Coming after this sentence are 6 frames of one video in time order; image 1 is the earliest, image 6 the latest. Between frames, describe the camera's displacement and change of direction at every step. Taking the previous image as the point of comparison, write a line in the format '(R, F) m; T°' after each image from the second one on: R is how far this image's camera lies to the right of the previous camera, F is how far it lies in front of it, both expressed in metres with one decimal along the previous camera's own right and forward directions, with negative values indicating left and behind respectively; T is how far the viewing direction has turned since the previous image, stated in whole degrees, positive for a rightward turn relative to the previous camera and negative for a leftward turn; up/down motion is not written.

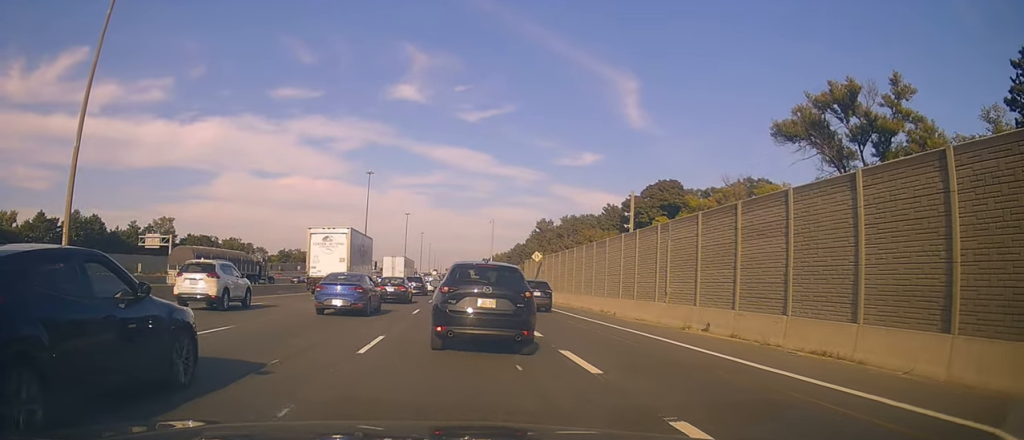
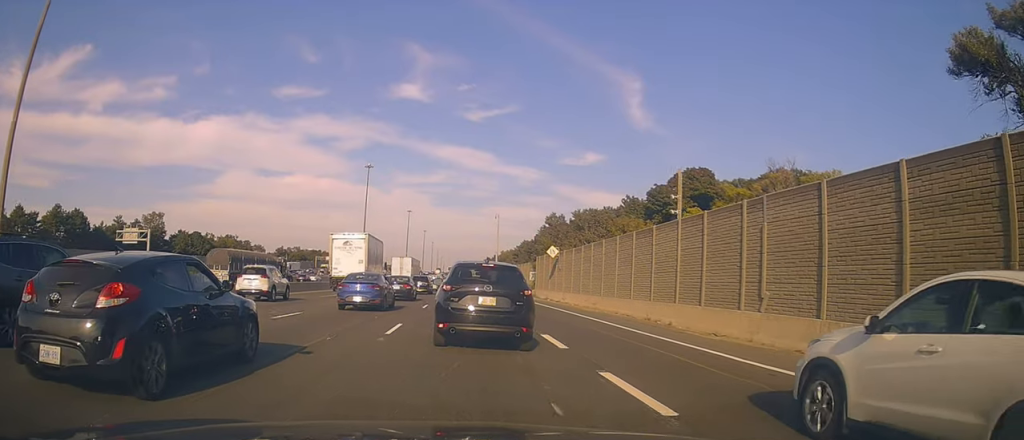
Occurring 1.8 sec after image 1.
(+0.4, +8.3) m; +2°
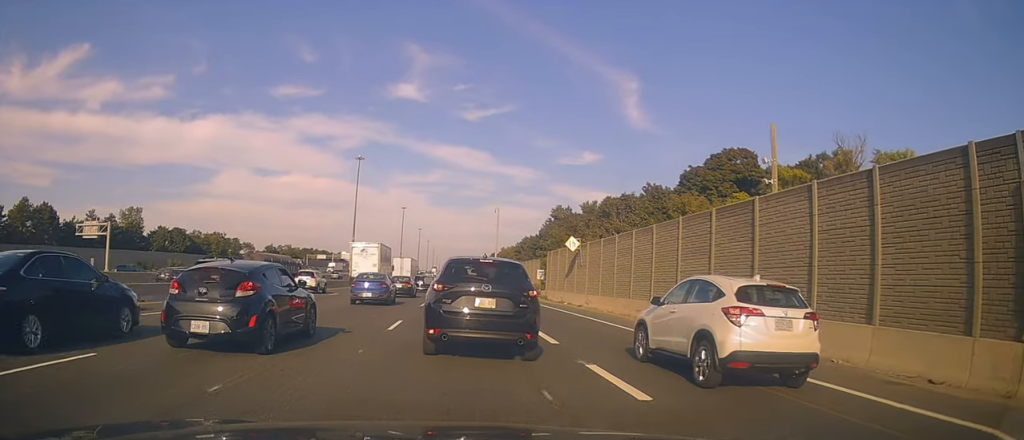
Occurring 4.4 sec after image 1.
(+0.1, +12.4) m; -1°
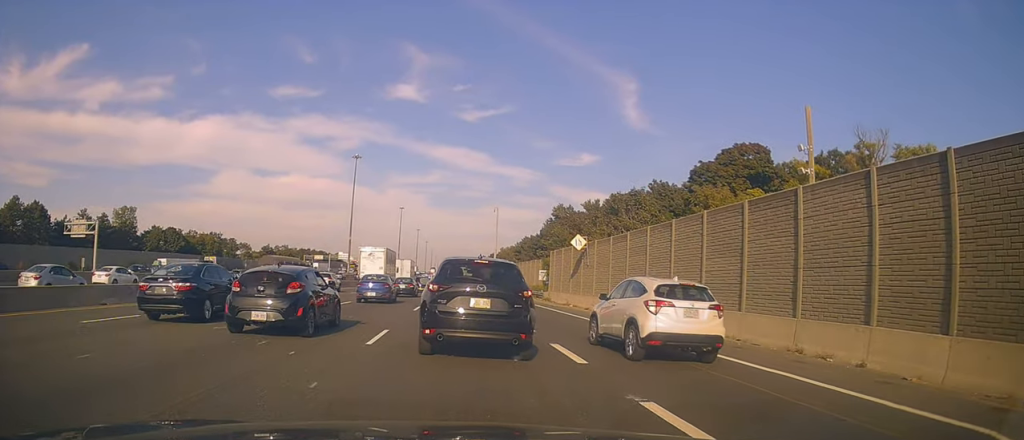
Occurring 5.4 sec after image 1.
(-0.1, +4.3) m; +3°
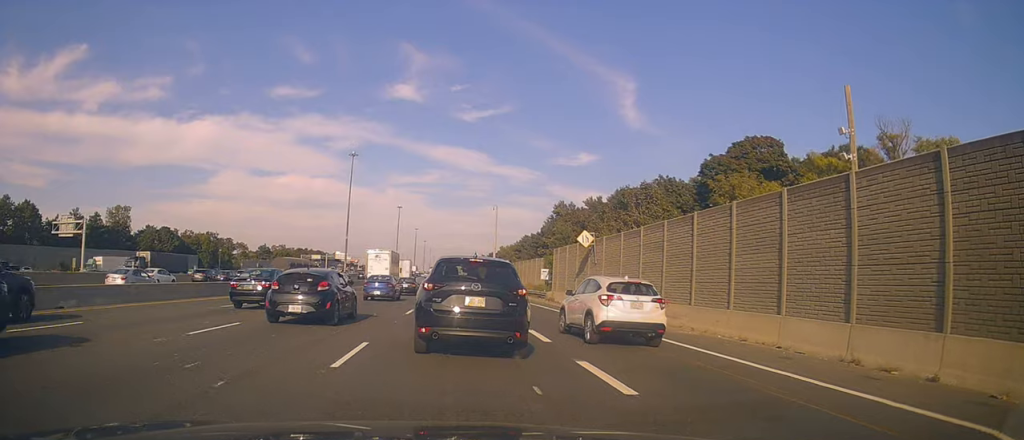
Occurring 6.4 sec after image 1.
(+0.3, +3.4) m; +4°
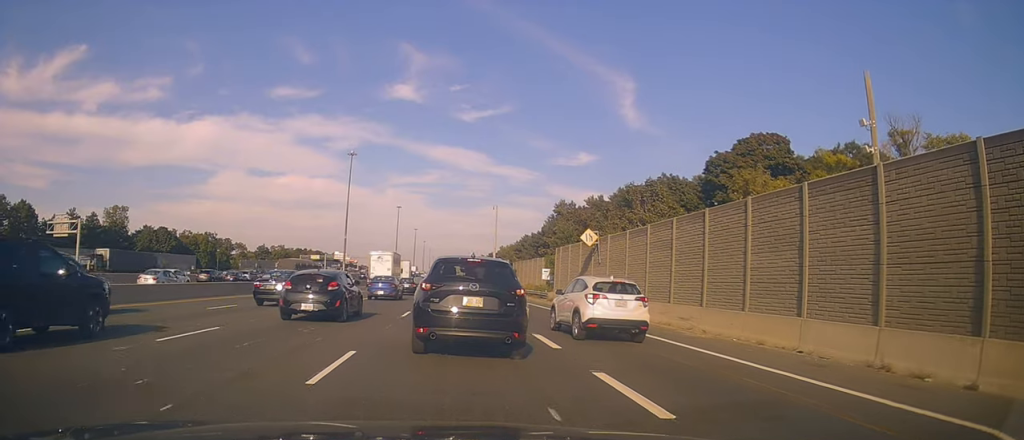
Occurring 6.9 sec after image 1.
(+0.2, +1.3) m; -4°
